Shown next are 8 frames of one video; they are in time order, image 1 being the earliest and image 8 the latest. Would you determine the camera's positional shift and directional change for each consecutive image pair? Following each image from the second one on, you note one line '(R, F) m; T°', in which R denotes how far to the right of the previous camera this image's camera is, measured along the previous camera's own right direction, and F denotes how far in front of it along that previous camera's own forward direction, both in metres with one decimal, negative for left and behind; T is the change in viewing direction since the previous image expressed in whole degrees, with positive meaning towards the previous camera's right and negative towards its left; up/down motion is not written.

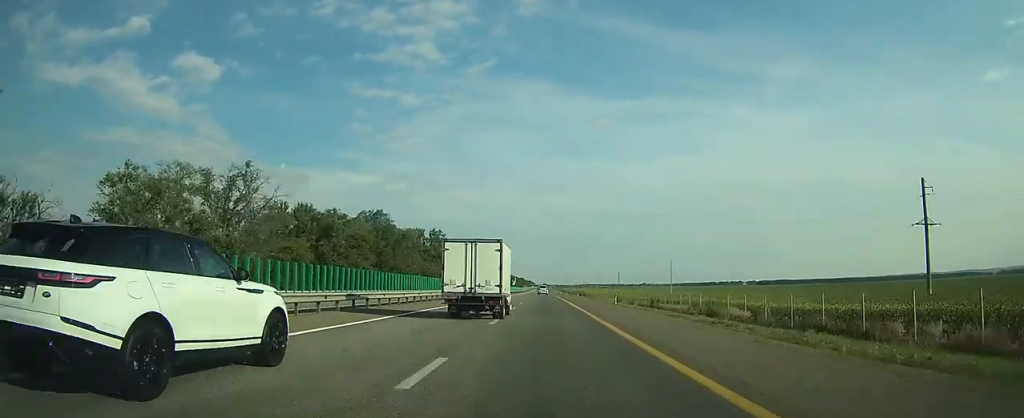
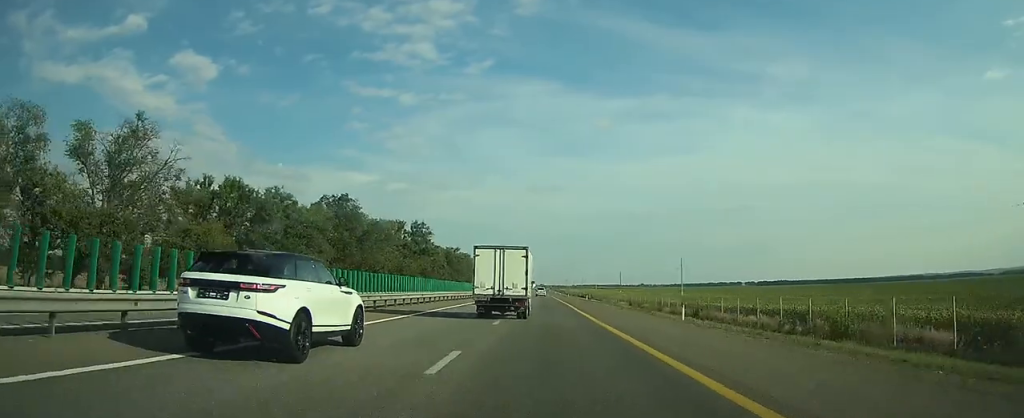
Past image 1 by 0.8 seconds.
(0.0, +22.7) m; 0°
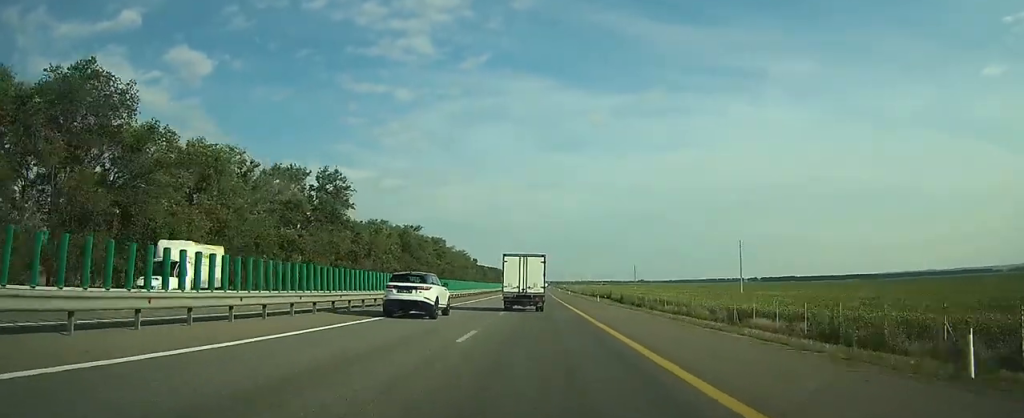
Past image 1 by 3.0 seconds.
(+0.2, +67.5) m; 0°
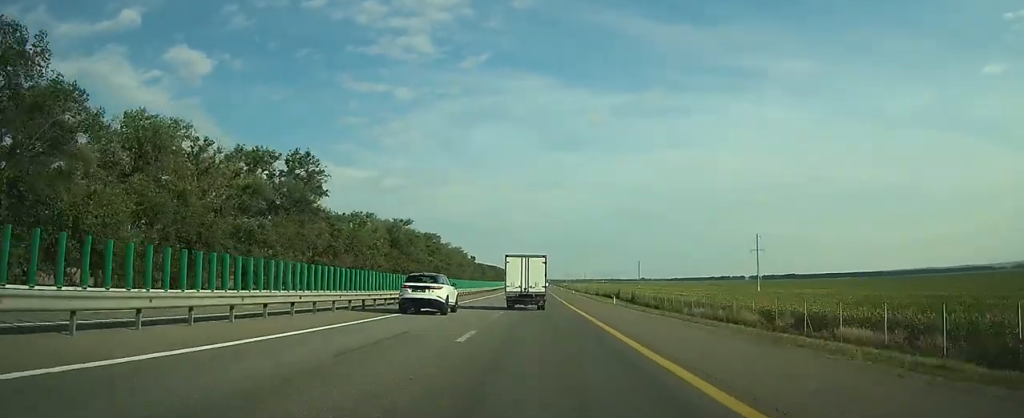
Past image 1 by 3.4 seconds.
(0.0, +11.9) m; 0°
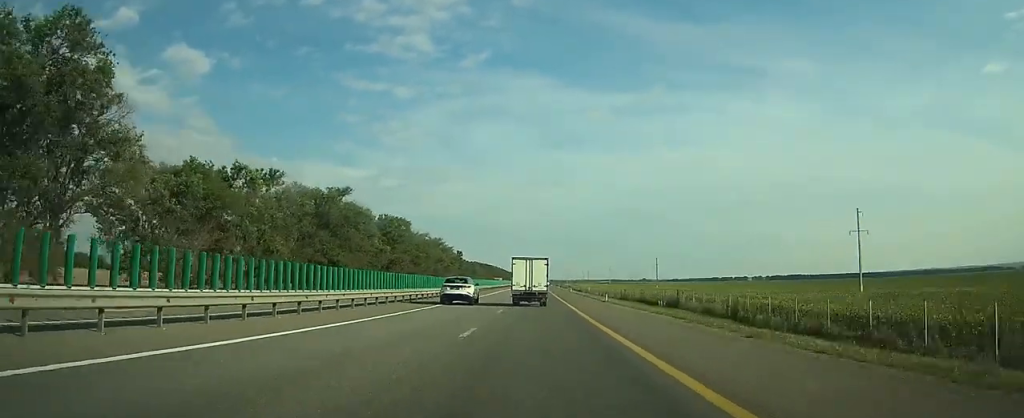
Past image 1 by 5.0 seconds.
(0.0, +47.0) m; 0°
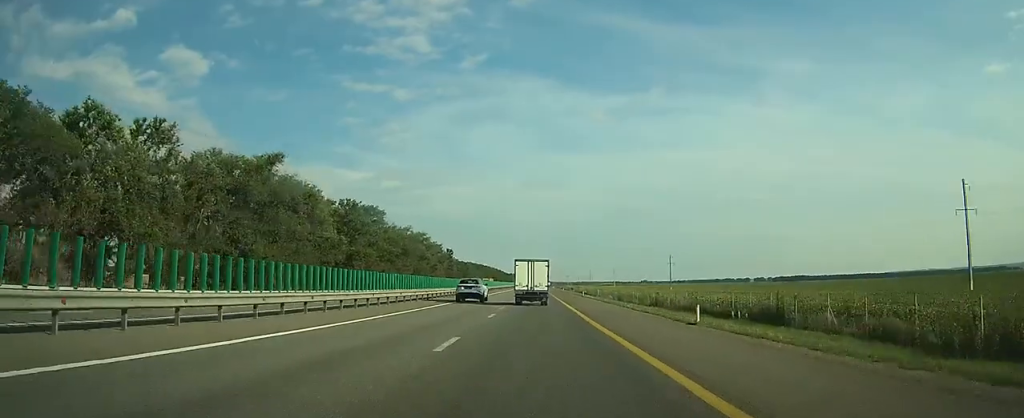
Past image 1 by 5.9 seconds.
(0.0, +27.0) m; 0°
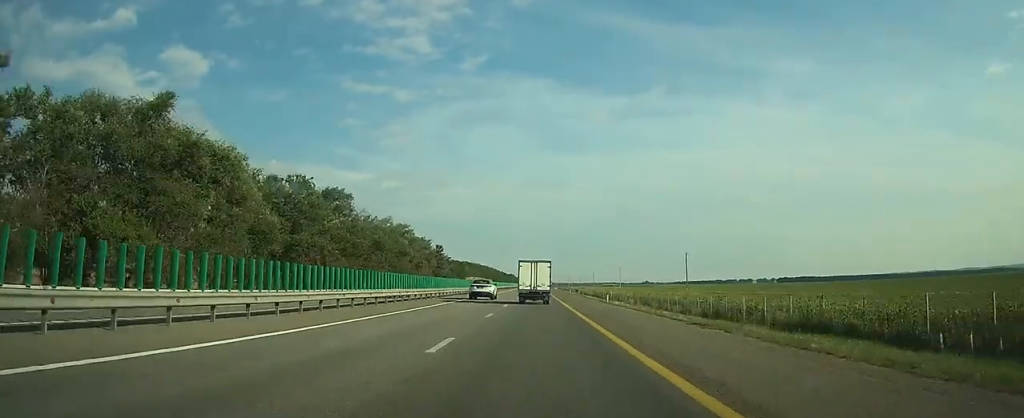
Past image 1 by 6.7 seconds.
(0.0, +24.0) m; 0°
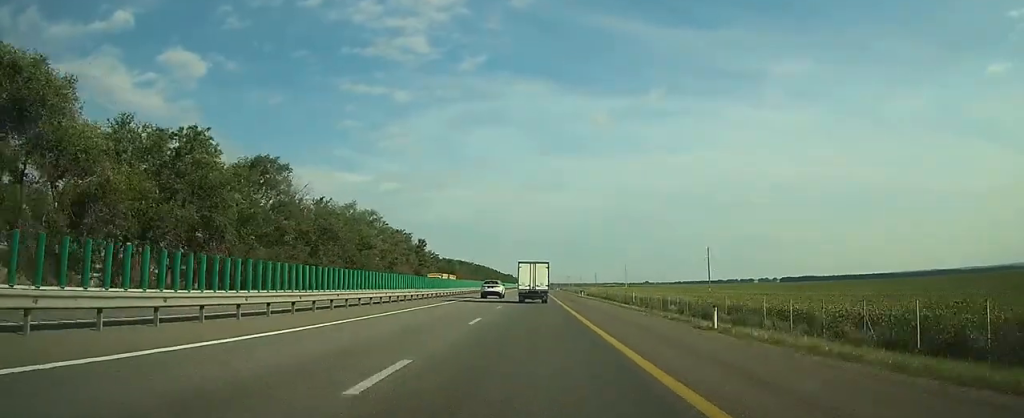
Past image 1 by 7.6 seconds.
(0.0, +28.1) m; 0°
